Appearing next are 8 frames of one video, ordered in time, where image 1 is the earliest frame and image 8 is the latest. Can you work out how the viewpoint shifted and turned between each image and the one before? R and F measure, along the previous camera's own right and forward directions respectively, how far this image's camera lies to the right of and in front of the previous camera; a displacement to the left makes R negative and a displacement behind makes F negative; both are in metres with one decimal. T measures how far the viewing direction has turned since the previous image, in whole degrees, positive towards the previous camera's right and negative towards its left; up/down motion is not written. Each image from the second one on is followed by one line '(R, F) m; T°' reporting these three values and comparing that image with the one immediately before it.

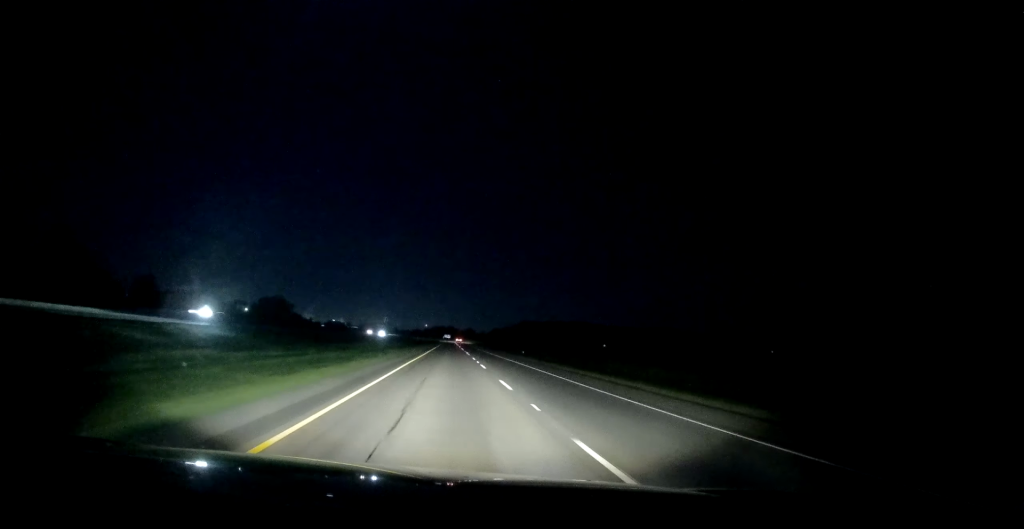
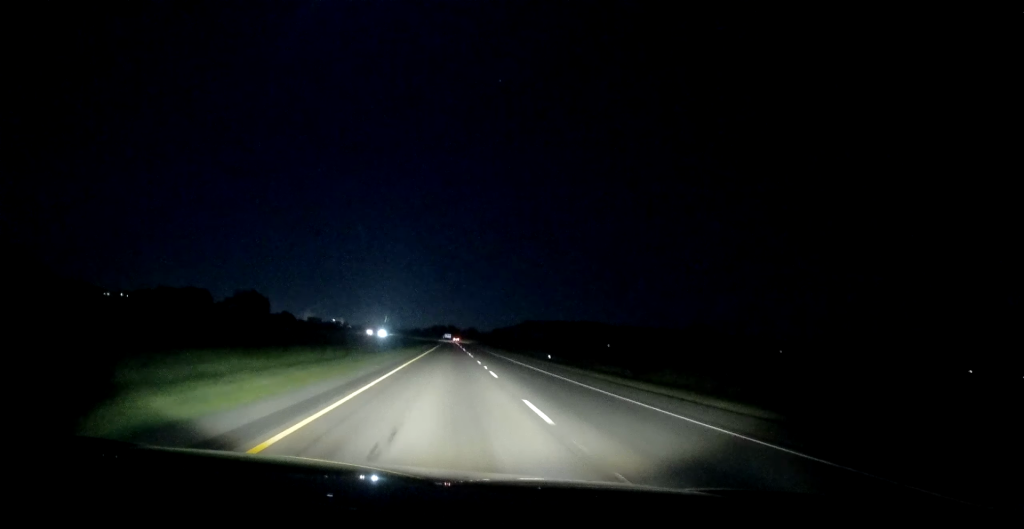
(+0.1, +32.1) m; +1°
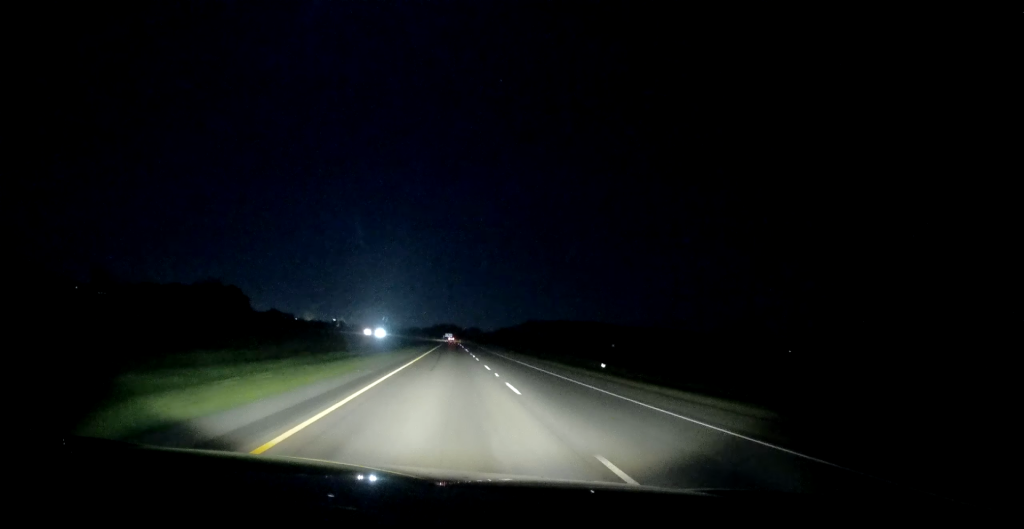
(+0.3, +31.1) m; 0°
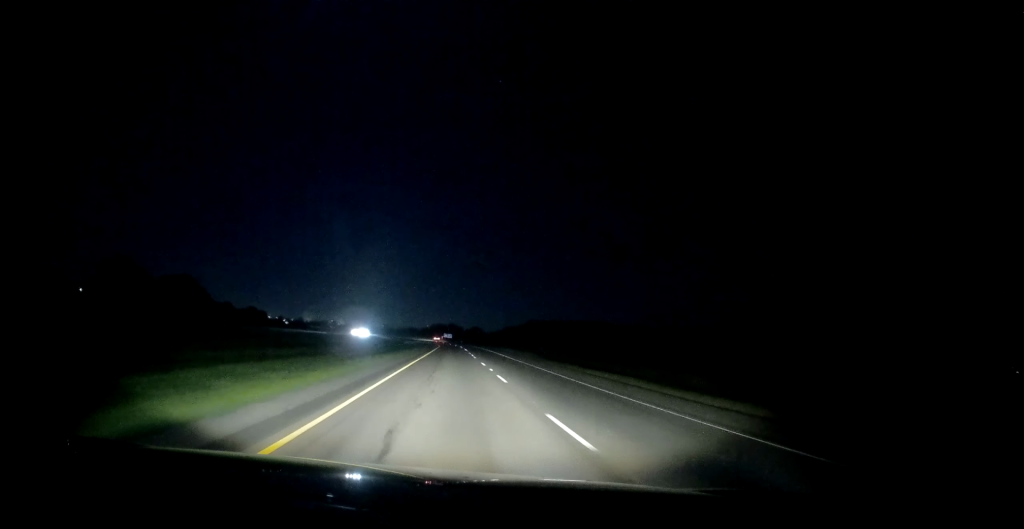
(-0.9, +44.4) m; -1°
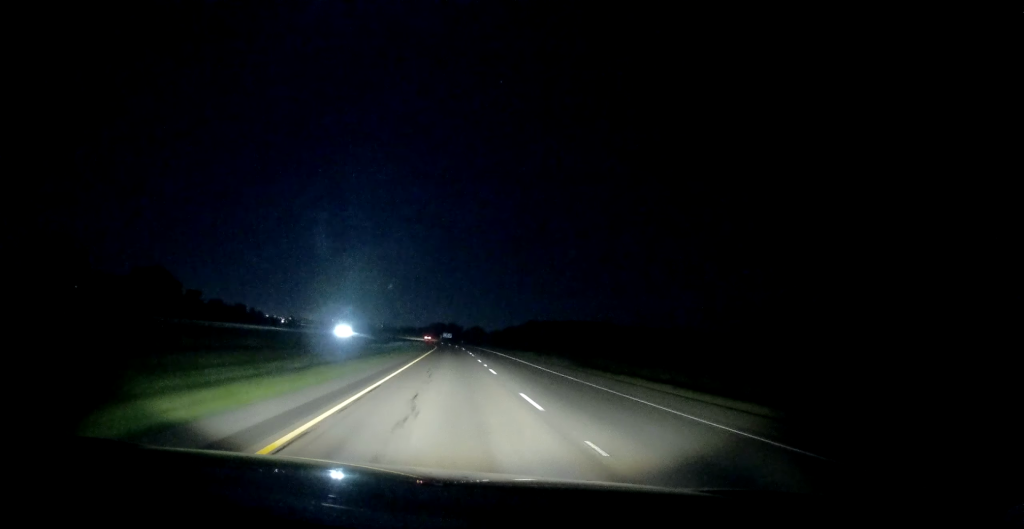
(0.0, +19.9) m; 0°
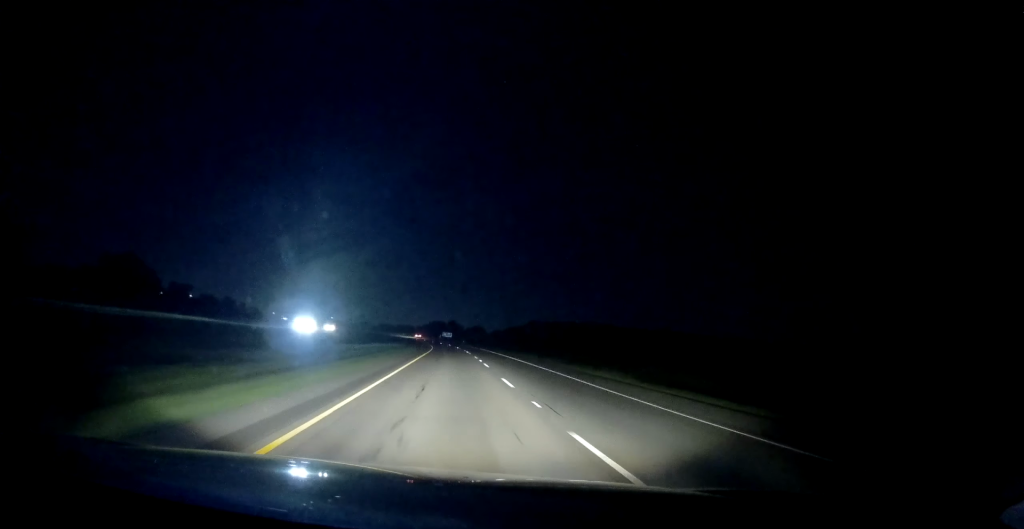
(+0.2, +18.8) m; +1°
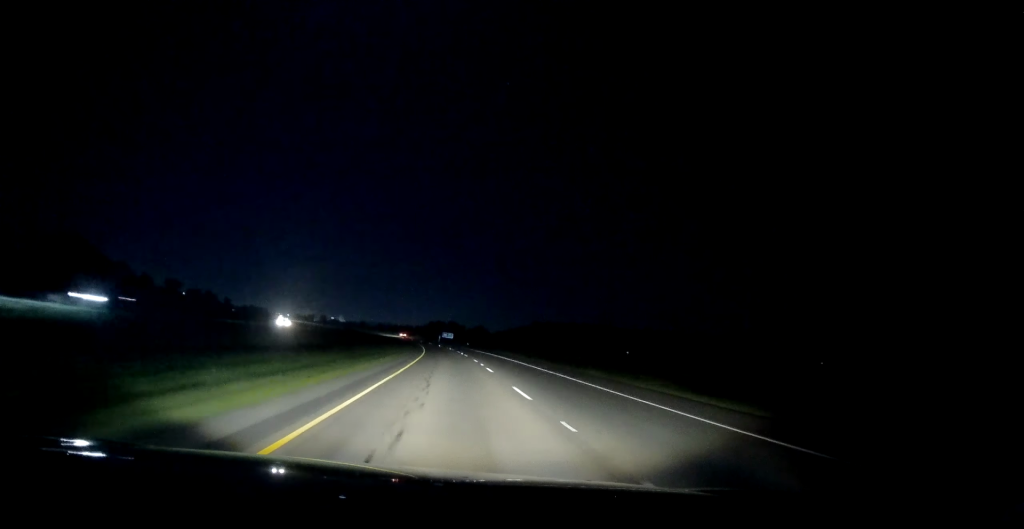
(0.0, +27.6) m; 0°
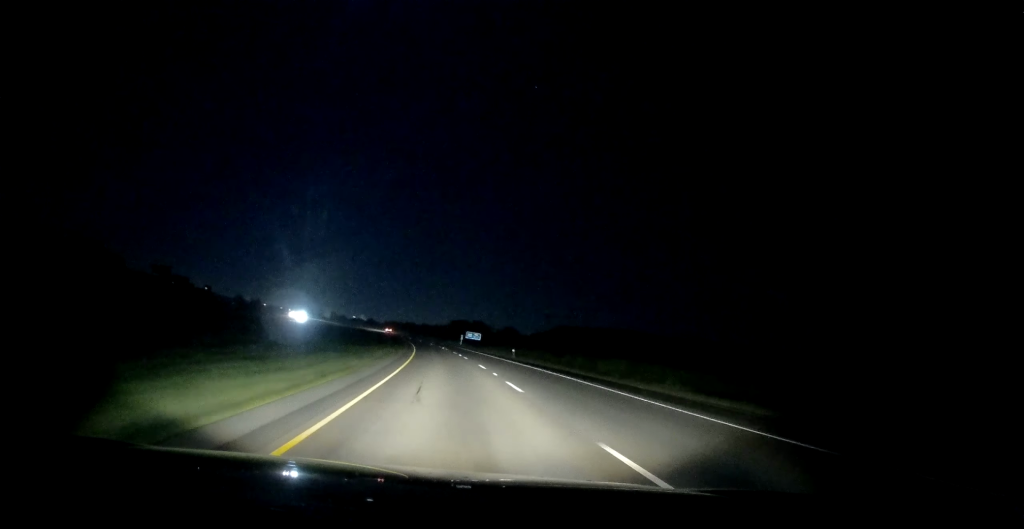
(-0.7, +58.5) m; -2°
